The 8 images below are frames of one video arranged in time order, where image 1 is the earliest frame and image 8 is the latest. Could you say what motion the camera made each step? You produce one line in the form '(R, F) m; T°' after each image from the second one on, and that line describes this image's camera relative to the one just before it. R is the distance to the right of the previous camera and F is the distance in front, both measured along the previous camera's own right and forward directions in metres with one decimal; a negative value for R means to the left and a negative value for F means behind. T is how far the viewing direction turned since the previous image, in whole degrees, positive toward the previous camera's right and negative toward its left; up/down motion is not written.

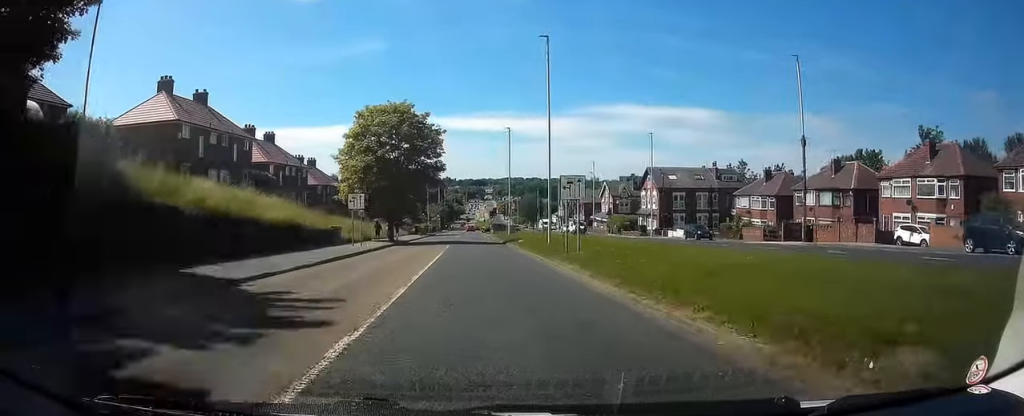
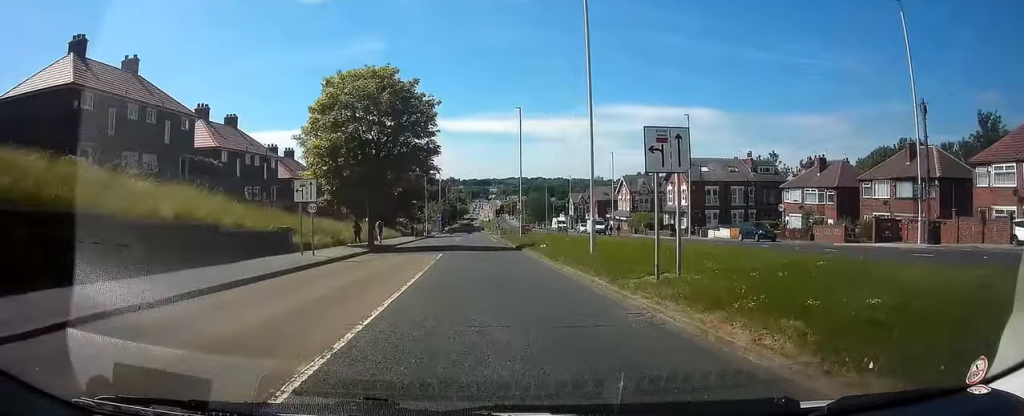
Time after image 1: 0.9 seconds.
(0.0, +11.8) m; -1°
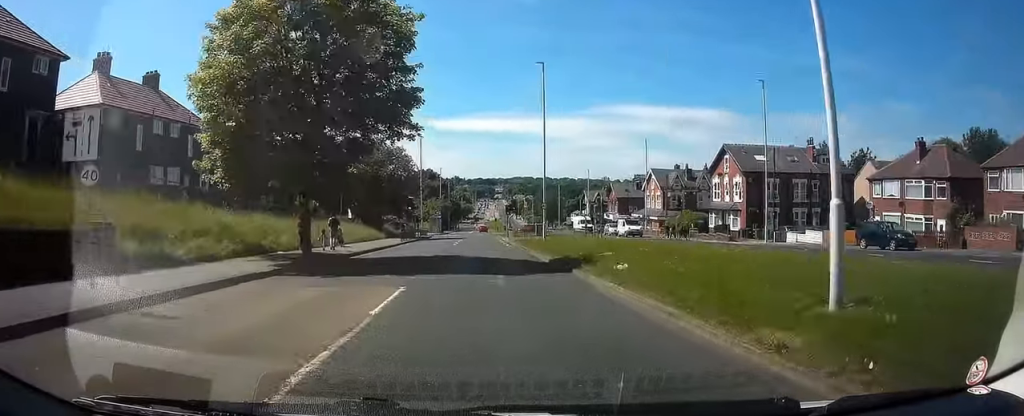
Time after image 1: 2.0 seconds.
(-0.1, +15.9) m; -1°
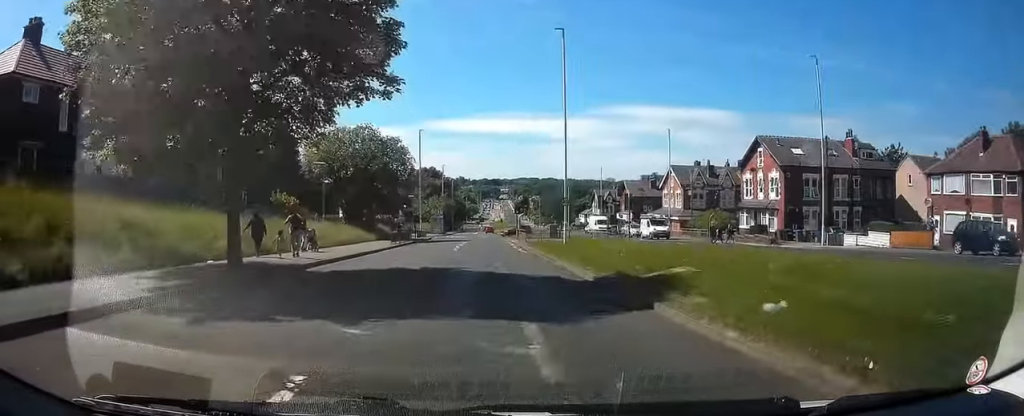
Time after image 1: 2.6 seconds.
(0.0, +7.7) m; 0°
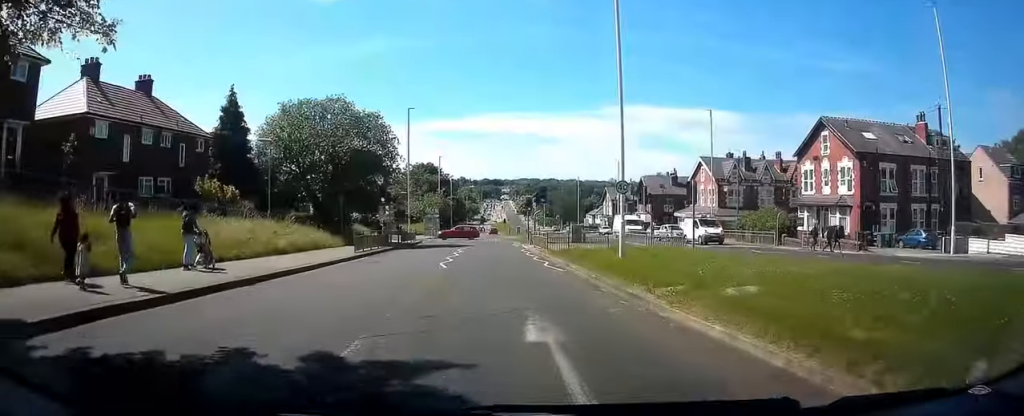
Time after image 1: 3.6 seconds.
(0.0, +12.9) m; 0°
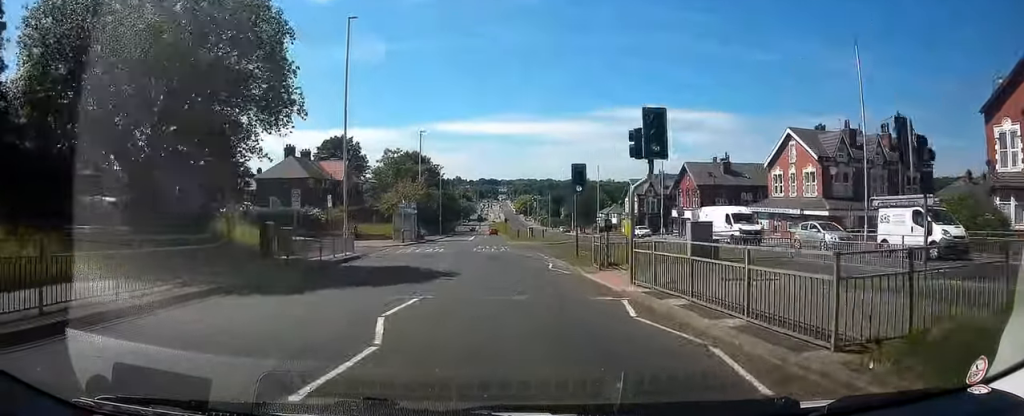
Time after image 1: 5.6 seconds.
(-0.2, +25.2) m; -2°
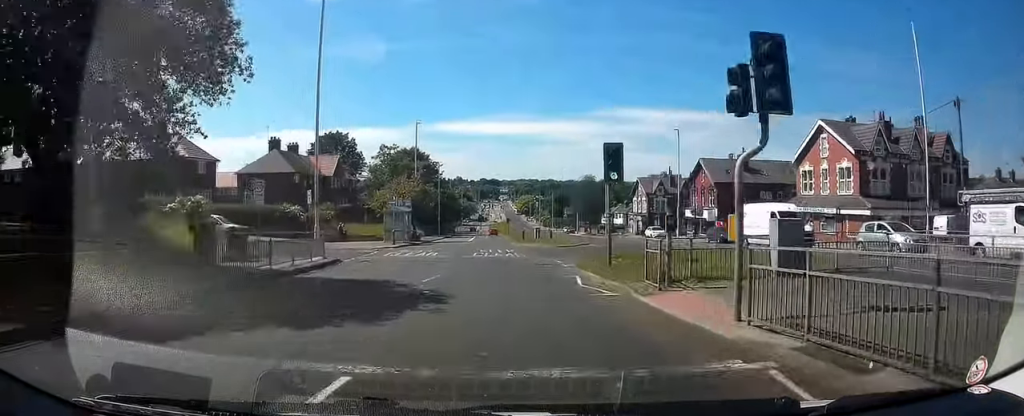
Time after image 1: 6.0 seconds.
(-0.1, +5.3) m; -1°
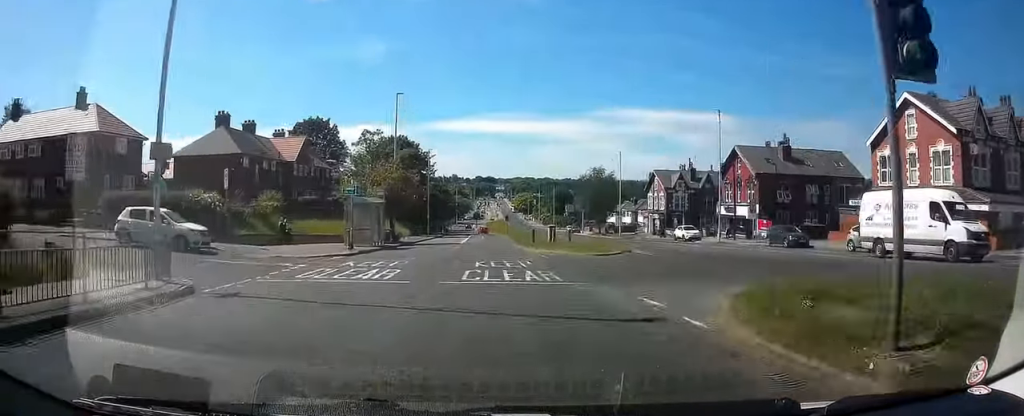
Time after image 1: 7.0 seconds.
(0.0, +12.1) m; 0°
